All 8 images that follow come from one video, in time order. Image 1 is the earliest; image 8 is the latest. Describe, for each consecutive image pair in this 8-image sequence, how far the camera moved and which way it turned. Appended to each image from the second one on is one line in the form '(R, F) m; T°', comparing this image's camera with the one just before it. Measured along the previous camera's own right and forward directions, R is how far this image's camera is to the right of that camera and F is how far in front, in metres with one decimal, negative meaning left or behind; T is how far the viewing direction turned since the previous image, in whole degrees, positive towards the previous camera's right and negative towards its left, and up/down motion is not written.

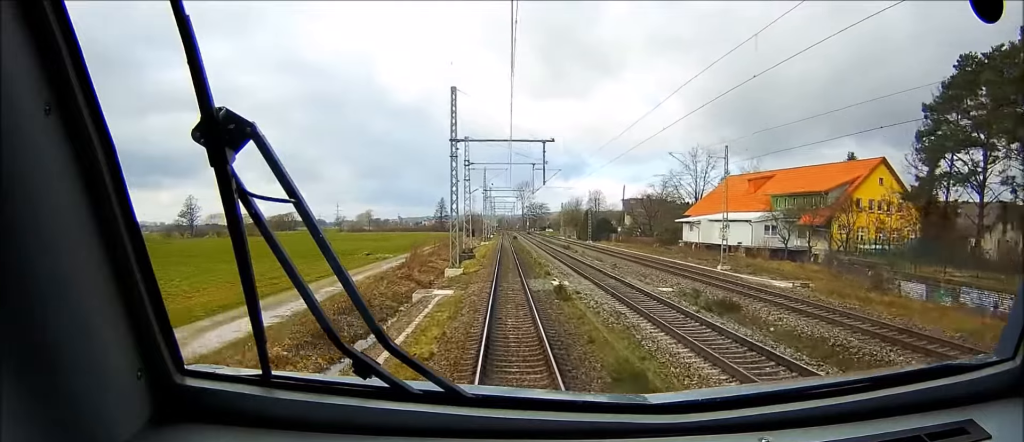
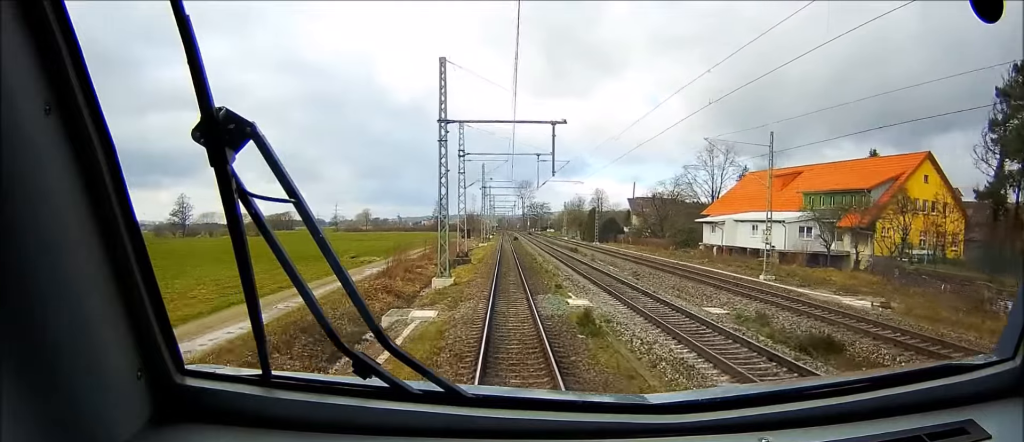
(0.0, +8.9) m; 0°
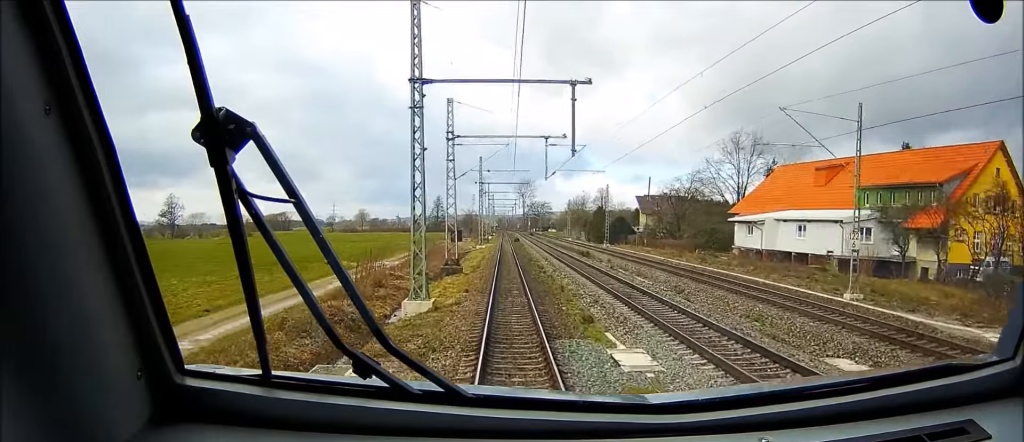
(0.0, +11.1) m; 0°
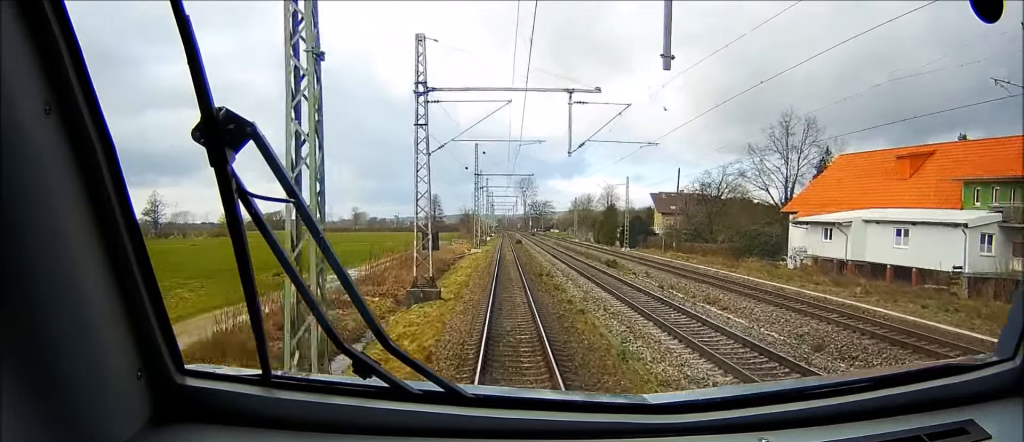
(-0.1, +16.1) m; +1°
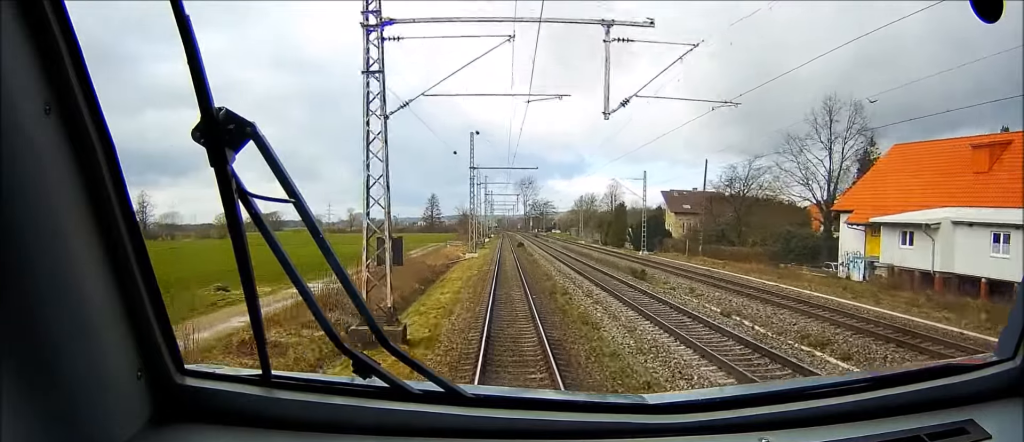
(+0.1, +10.6) m; 0°
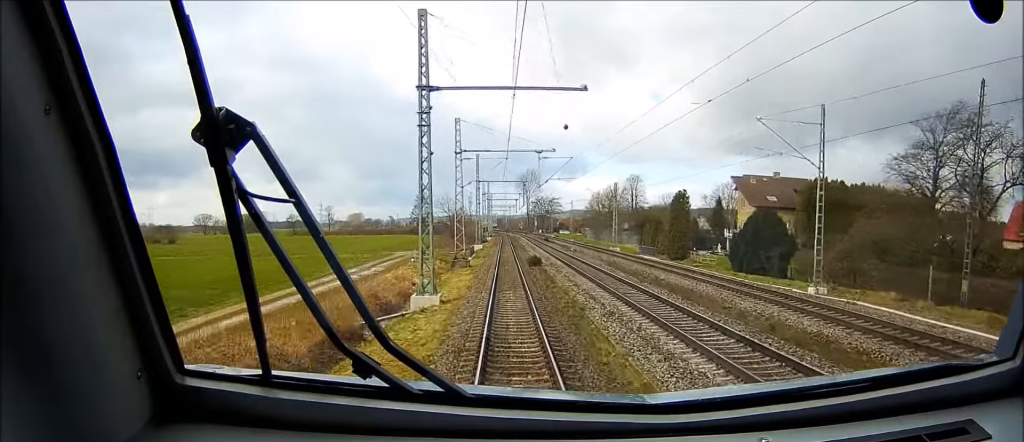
(-0.5, +42.0) m; 0°
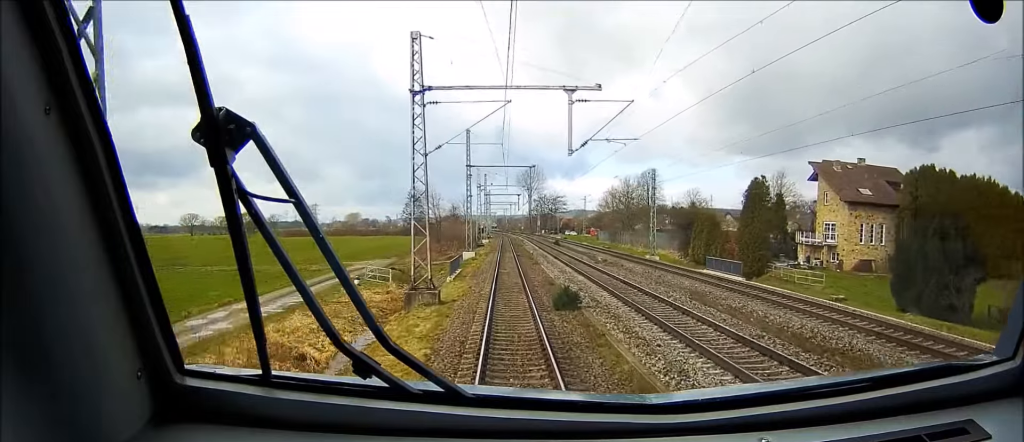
(0.0, +25.1) m; 0°
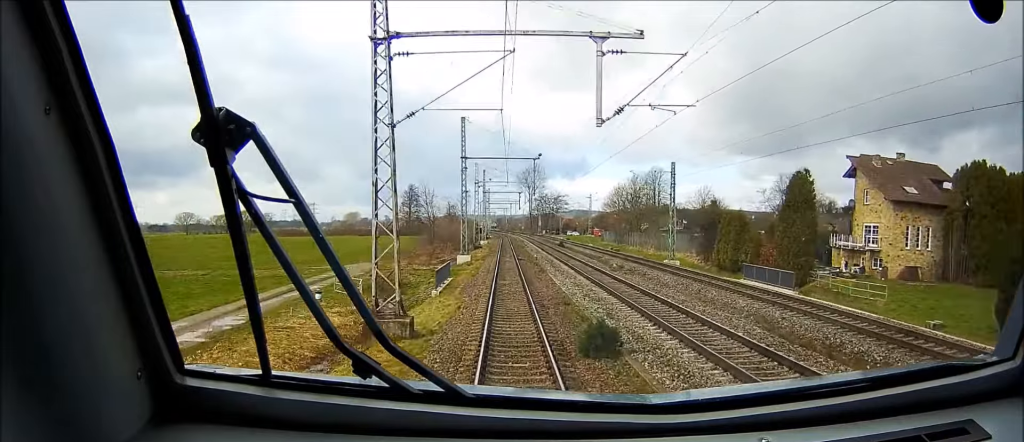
(0.0, +8.2) m; 0°
